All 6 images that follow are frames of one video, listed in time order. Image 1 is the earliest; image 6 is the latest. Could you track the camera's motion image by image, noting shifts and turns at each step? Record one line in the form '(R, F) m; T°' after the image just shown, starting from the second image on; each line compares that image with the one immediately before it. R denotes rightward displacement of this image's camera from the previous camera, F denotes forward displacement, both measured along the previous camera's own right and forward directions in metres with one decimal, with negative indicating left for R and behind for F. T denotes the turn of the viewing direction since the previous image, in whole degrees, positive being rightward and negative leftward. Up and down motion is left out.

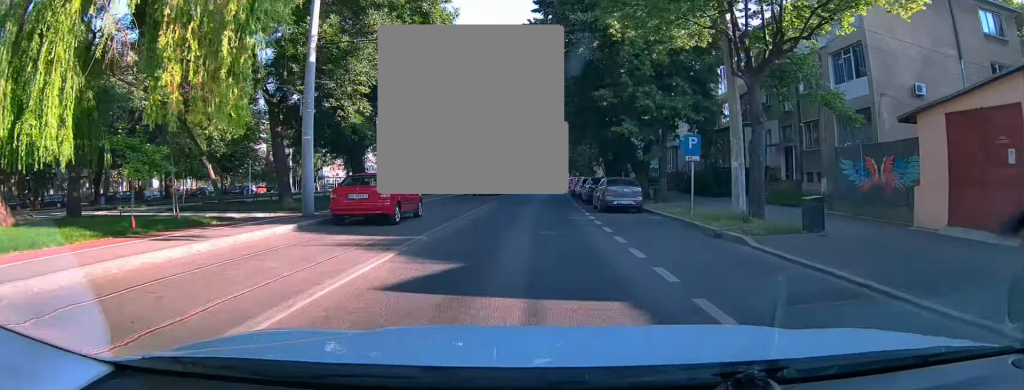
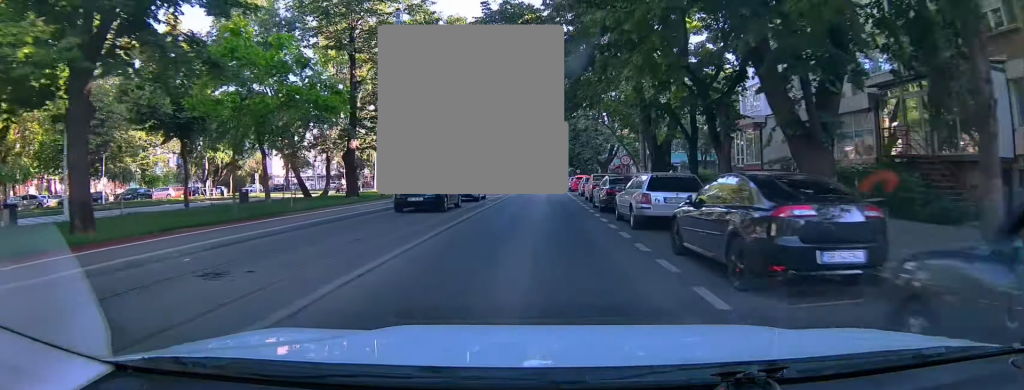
(+0.2, +19.8) m; +1°
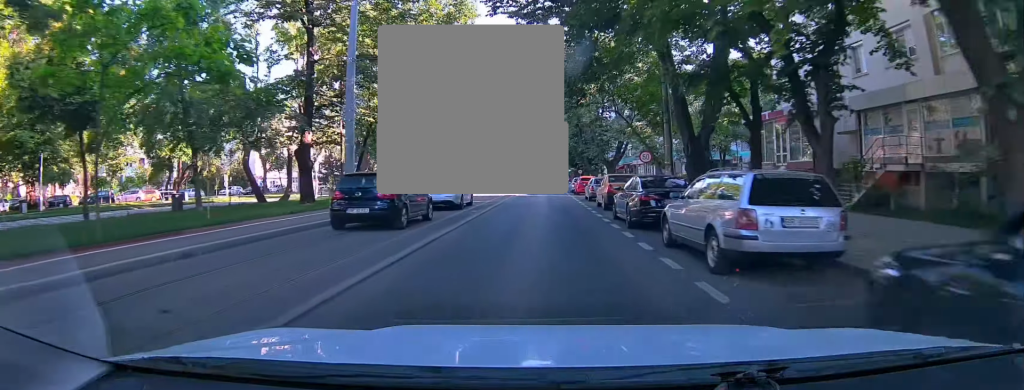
(0.0, +5.9) m; 0°
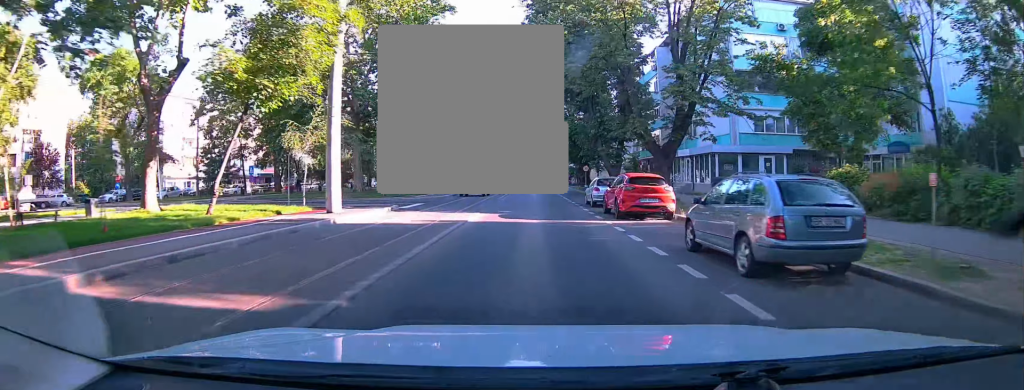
(+0.2, +23.2) m; +1°
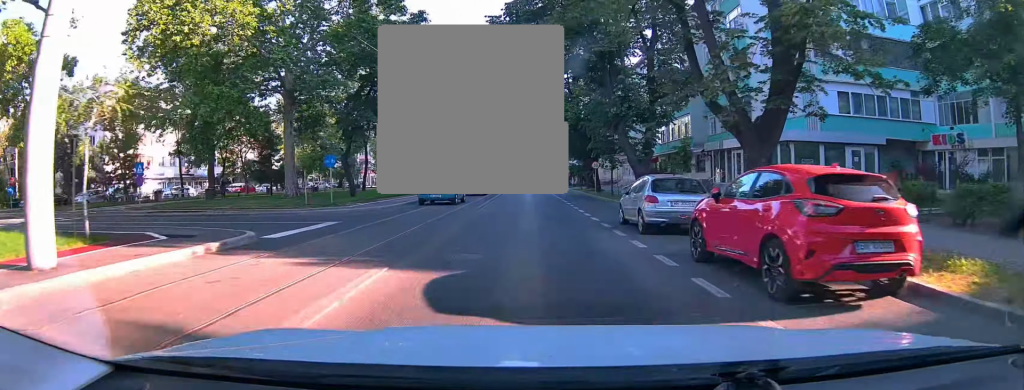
(0.0, +11.4) m; +1°
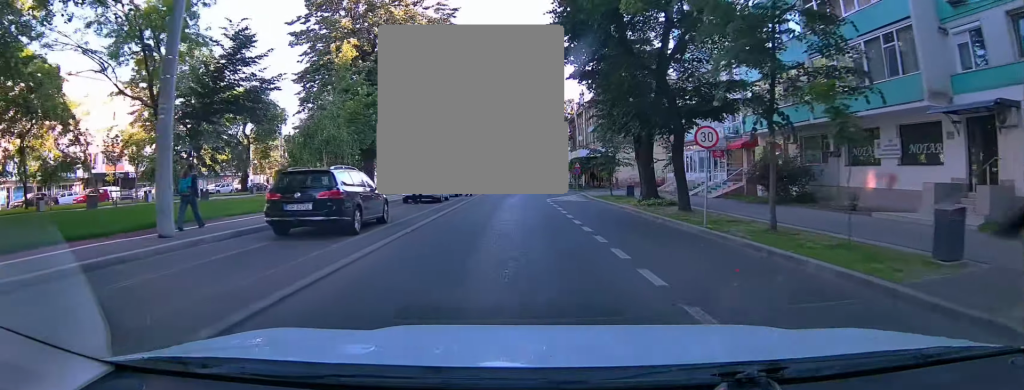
(+0.4, +26.4) m; +2°
